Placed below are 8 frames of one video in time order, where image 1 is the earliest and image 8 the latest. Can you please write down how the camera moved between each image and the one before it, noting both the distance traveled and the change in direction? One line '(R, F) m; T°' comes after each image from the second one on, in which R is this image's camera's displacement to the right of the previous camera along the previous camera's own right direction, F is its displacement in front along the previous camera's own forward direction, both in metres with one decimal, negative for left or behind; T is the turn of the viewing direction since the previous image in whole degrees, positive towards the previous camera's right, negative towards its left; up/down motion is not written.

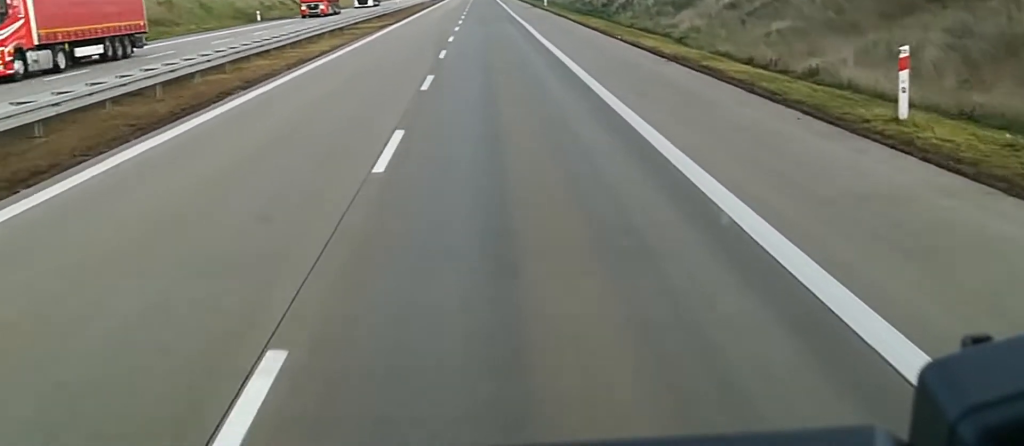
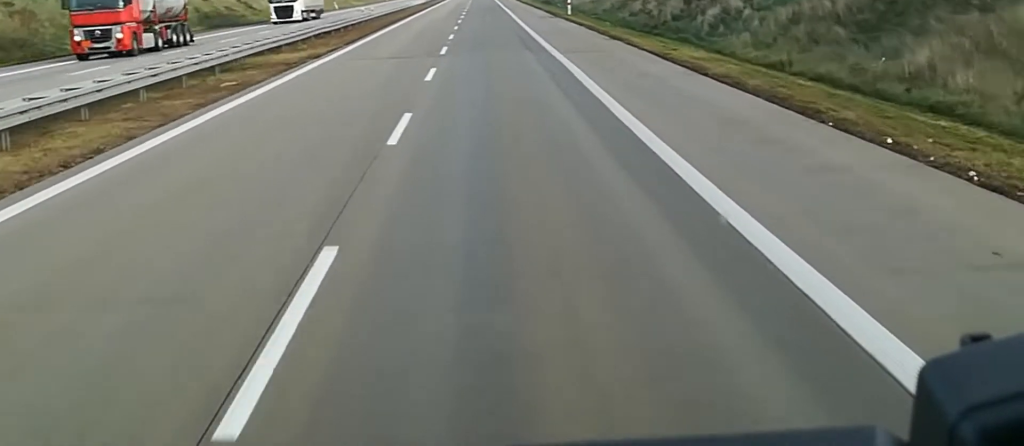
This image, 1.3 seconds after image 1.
(+0.6, +34.0) m; +1°
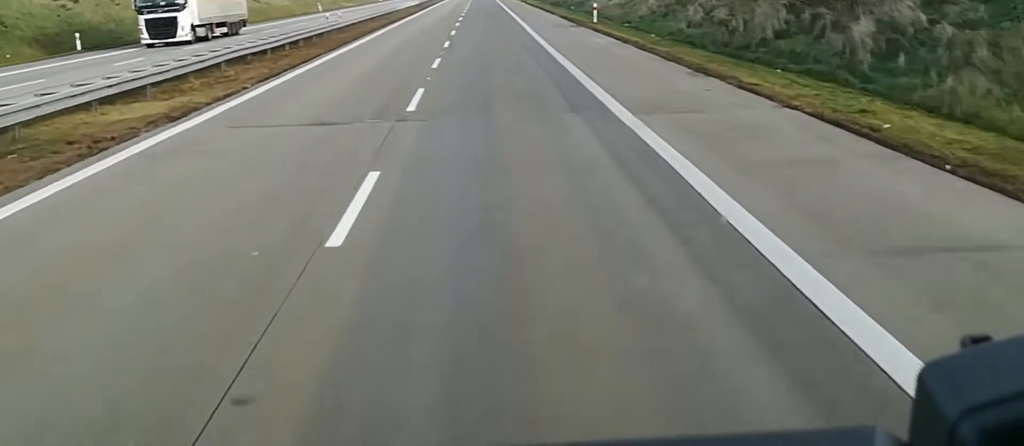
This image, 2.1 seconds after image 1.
(+0.2, +18.7) m; 0°
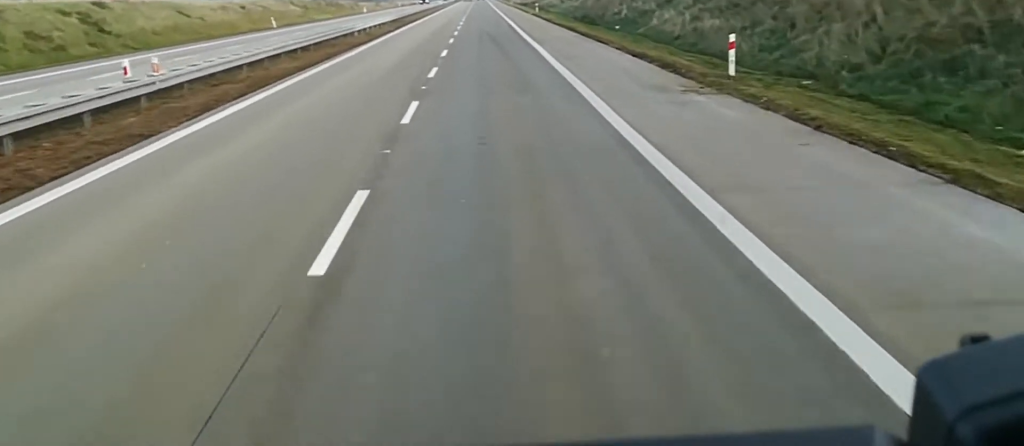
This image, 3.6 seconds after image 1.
(-0.8, +37.1) m; -1°
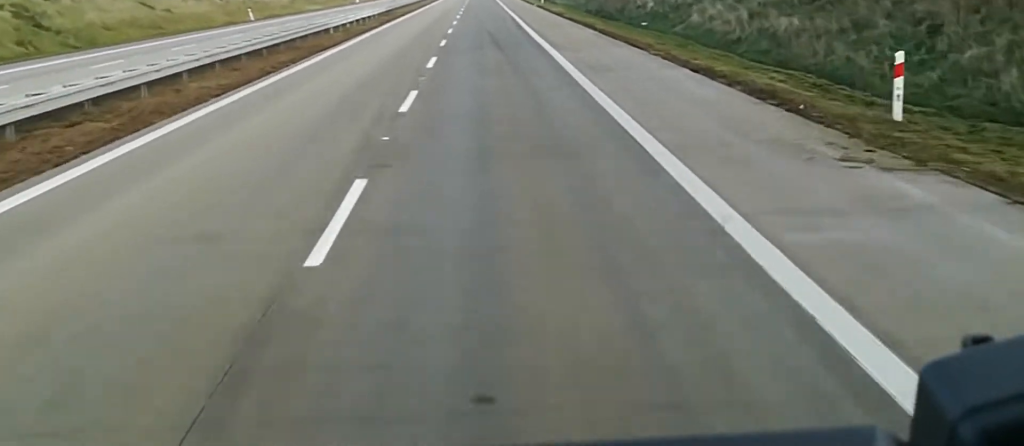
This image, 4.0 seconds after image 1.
(-0.1, +11.7) m; 0°
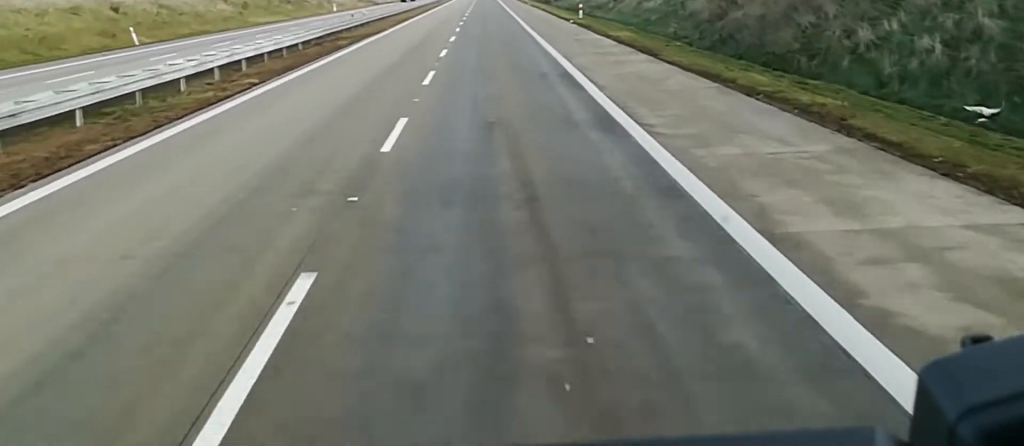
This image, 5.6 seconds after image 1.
(+0.5, +40.4) m; 0°
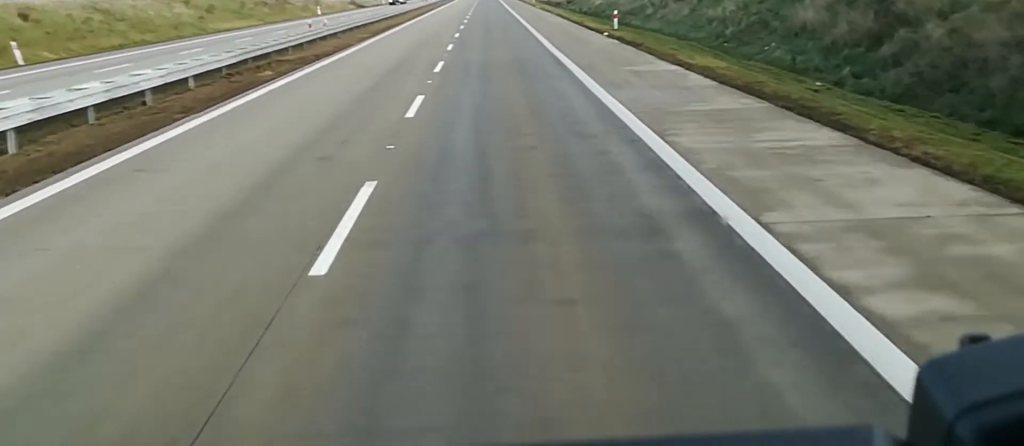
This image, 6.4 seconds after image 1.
(-0.2, +19.4) m; -1°
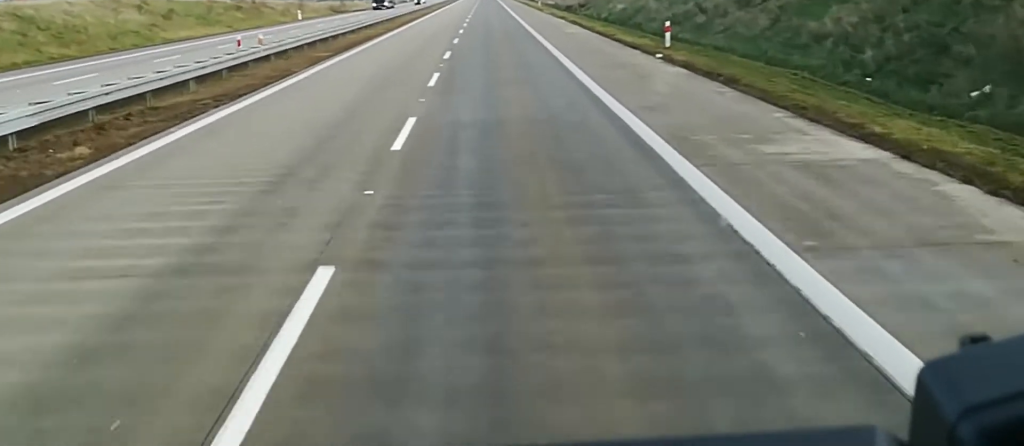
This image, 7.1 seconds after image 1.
(-0.2, +16.0) m; 0°
